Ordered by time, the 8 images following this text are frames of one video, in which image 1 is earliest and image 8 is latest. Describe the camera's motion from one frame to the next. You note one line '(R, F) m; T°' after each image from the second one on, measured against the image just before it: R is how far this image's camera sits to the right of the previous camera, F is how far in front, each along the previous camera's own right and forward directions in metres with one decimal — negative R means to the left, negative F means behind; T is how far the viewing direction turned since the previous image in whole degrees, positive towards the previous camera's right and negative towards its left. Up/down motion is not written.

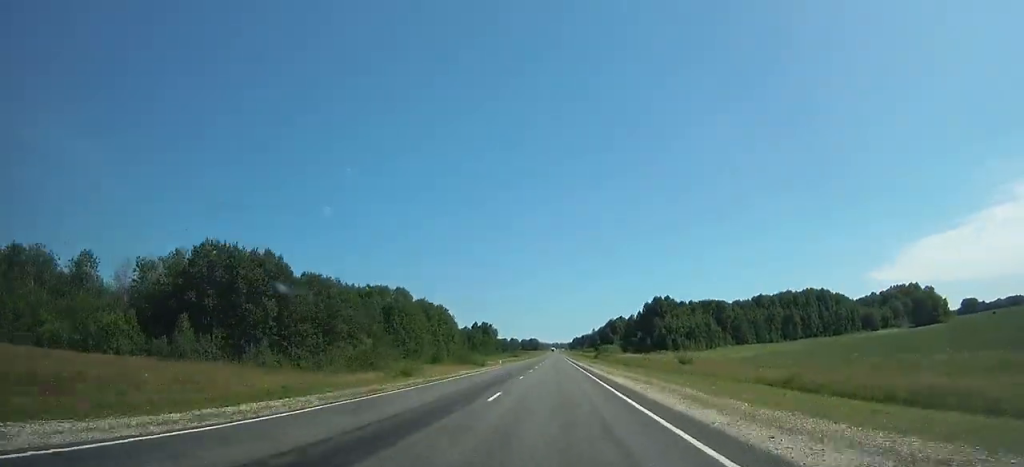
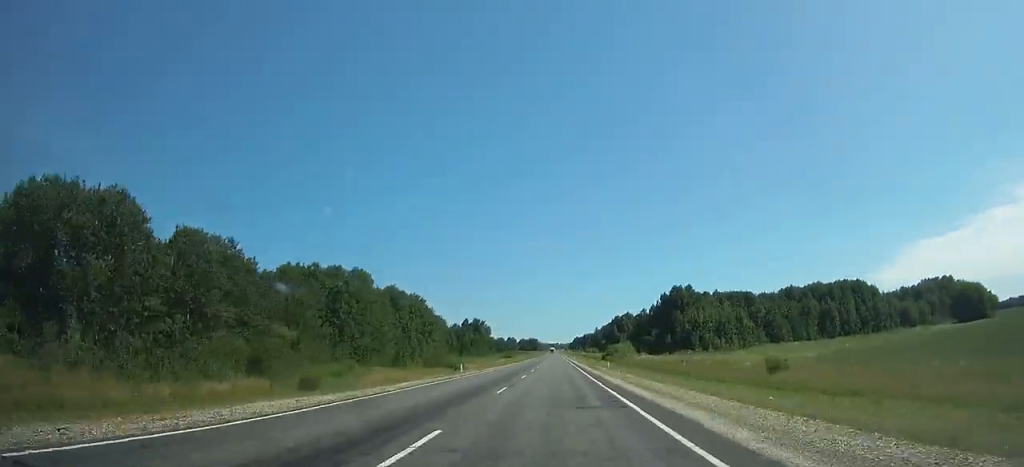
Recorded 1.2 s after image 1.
(0.0, +32.8) m; 0°
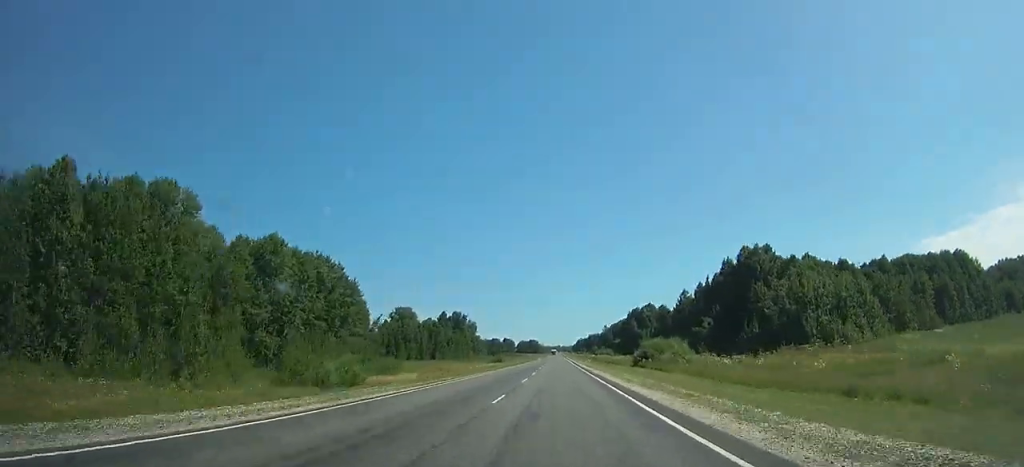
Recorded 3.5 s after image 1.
(-0.1, +63.2) m; 0°
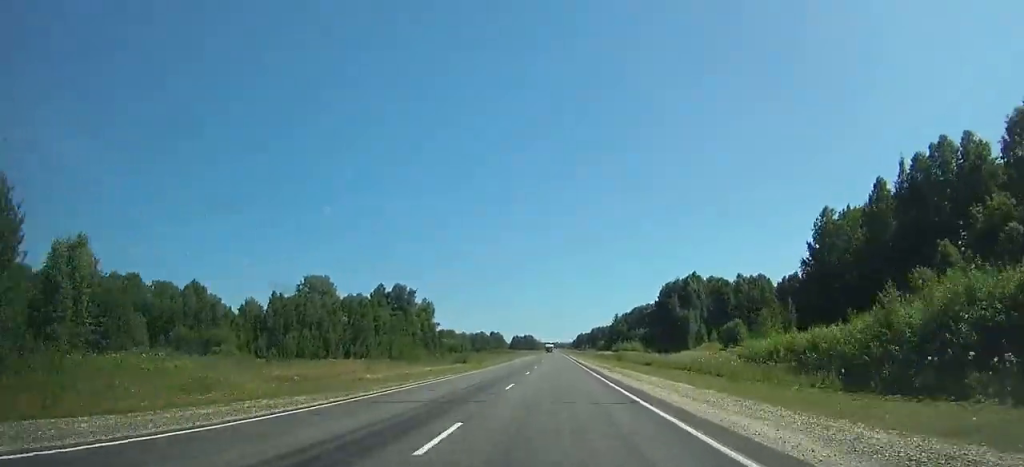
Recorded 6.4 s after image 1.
(0.0, +80.0) m; 0°
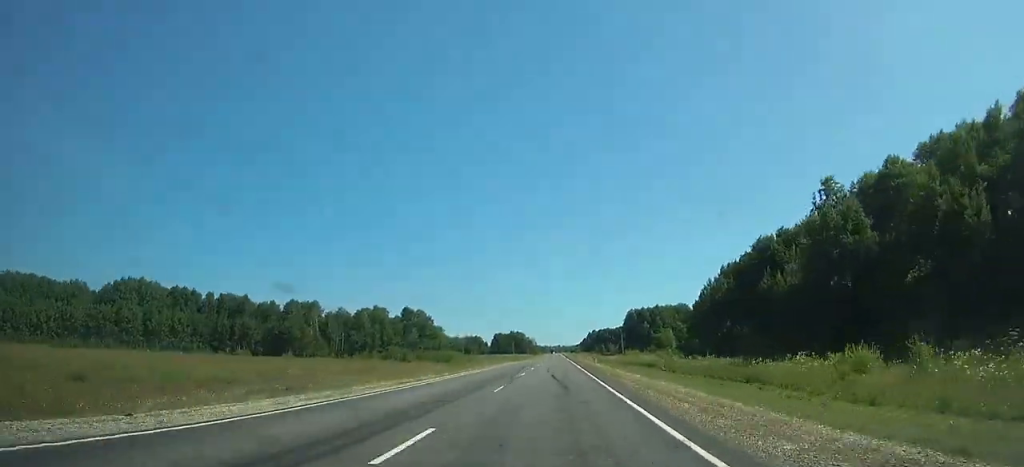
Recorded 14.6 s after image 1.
(+0.1, +228.7) m; 0°
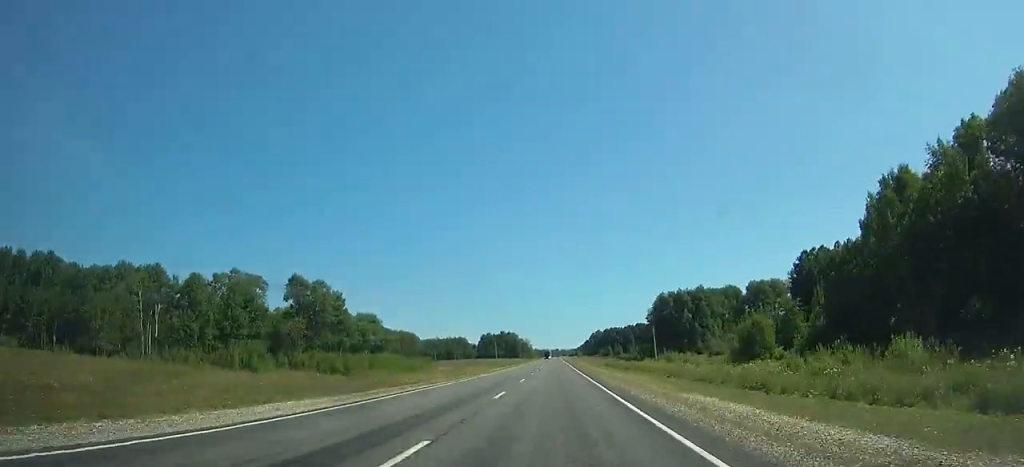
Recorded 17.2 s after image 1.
(0.0, +73.0) m; 0°
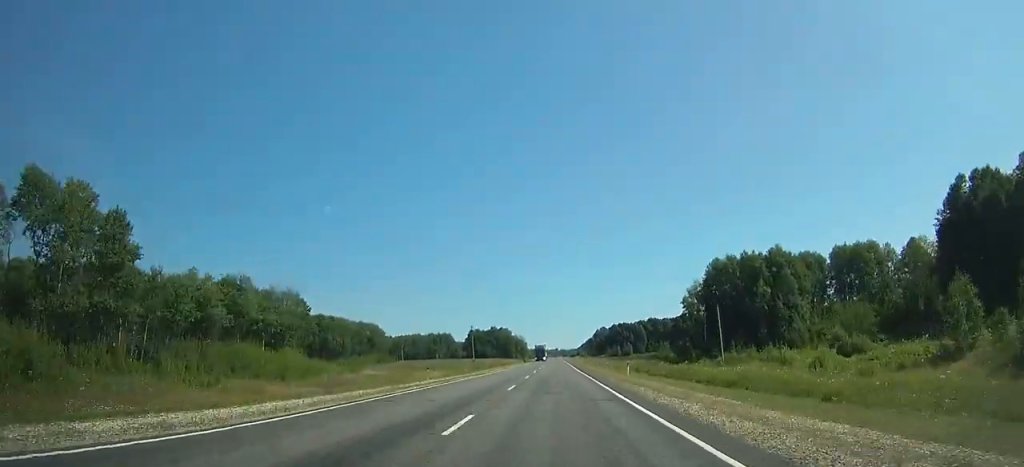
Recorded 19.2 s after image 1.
(0.0, +56.4) m; 0°
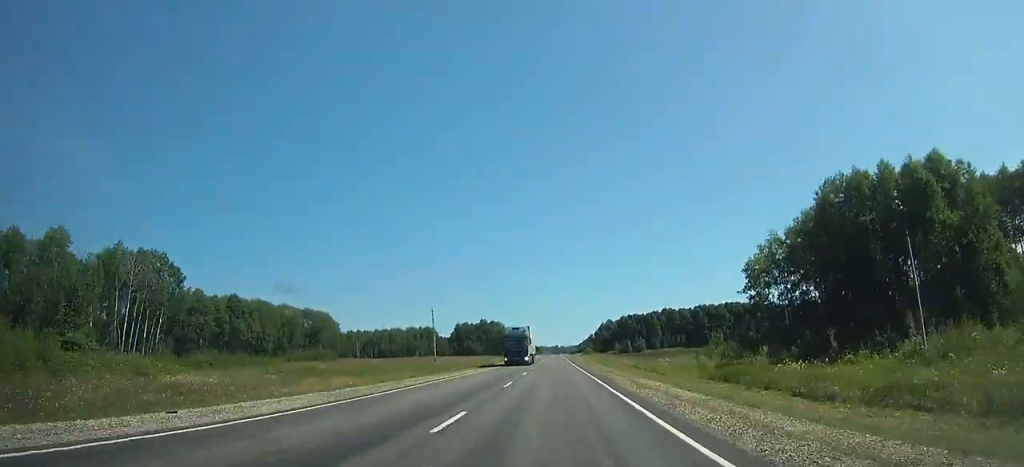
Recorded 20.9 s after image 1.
(+0.1, +48.2) m; 0°
